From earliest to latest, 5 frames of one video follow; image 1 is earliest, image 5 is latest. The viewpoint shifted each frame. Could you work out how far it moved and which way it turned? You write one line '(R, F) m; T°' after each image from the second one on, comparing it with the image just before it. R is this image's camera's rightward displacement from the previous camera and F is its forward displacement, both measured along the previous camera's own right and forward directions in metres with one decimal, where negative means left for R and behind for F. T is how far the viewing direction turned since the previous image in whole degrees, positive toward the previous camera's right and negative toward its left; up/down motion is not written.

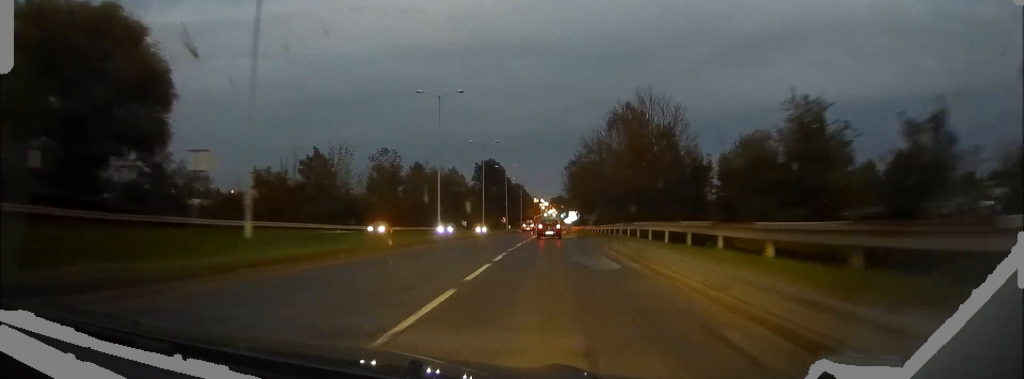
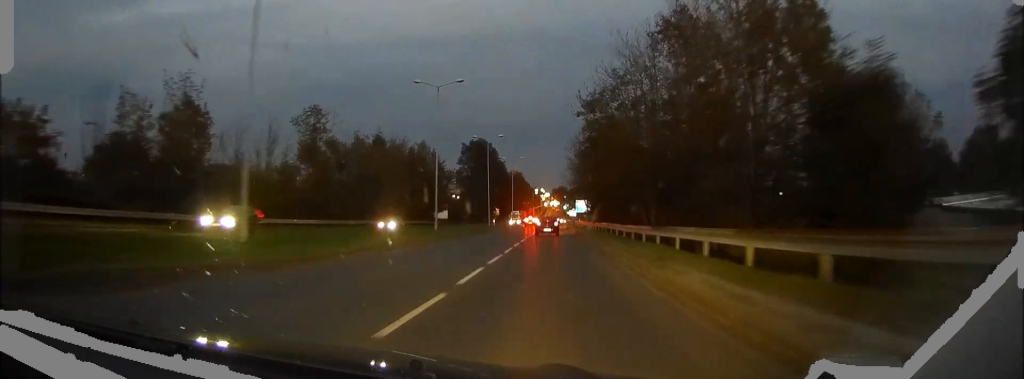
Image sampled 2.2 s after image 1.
(+0.4, +35.7) m; 0°
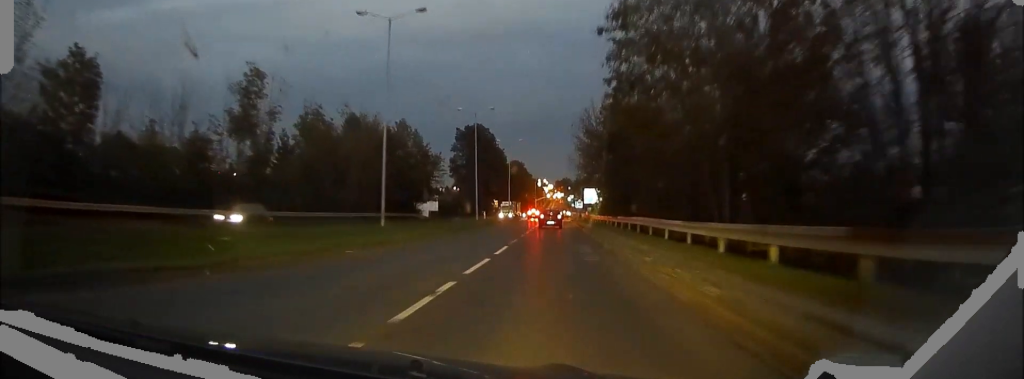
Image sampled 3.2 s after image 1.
(-0.1, +17.3) m; 0°
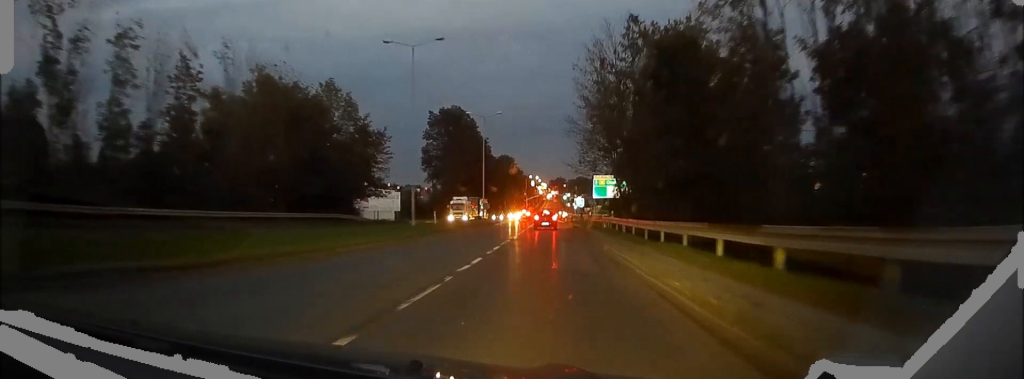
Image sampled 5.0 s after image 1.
(0.0, +29.1) m; 0°
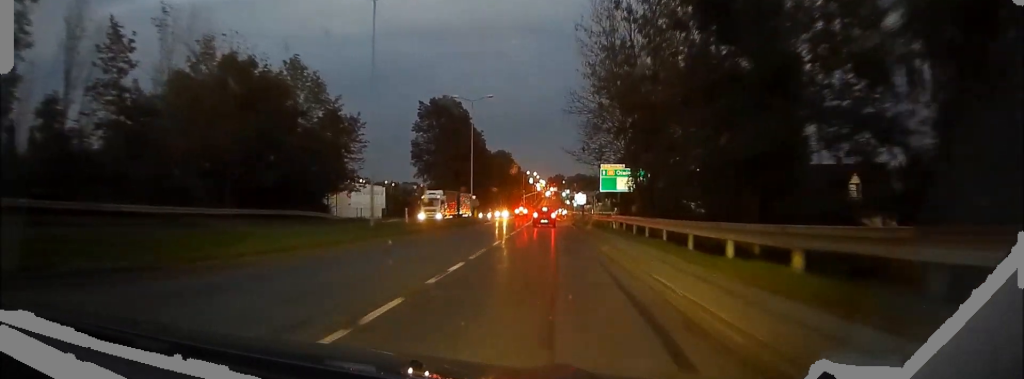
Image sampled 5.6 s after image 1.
(0.0, +9.2) m; 0°
